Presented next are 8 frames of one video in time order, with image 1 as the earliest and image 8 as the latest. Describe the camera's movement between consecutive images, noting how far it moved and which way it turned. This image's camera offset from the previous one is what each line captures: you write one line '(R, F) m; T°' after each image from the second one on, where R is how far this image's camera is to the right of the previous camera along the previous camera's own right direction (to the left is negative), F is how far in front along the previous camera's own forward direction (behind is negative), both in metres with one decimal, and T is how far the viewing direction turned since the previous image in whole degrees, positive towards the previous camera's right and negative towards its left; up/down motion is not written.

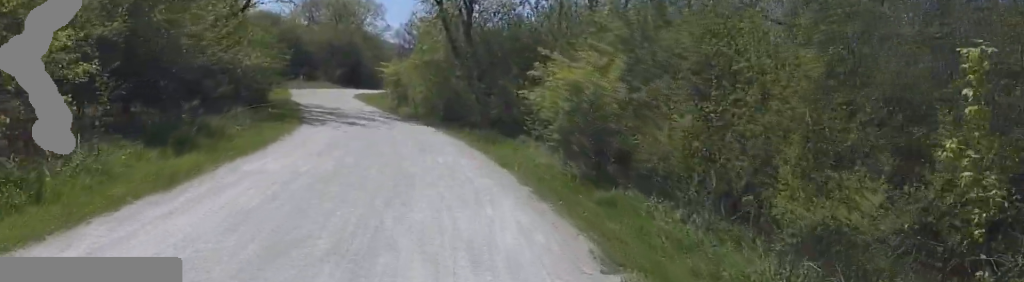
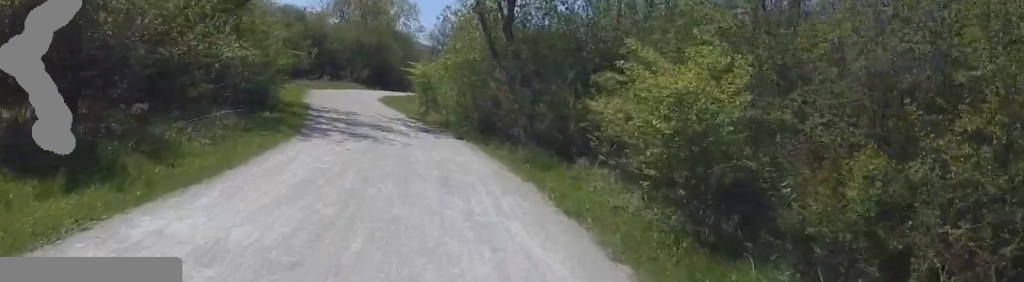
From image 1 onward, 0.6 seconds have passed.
(-0.1, +3.3) m; -1°
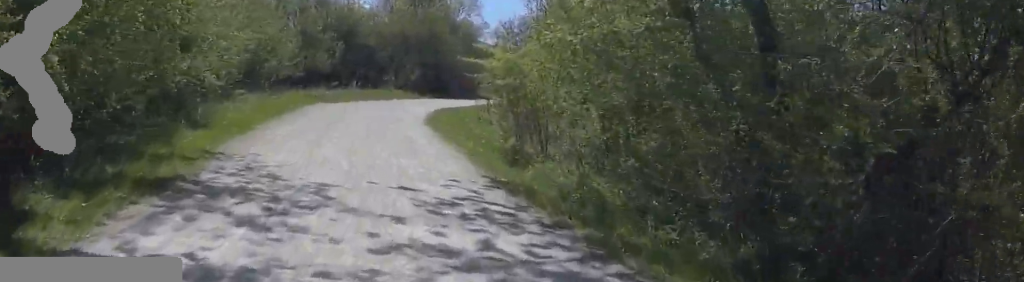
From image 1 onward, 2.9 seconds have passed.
(-1.5, +13.1) m; -14°
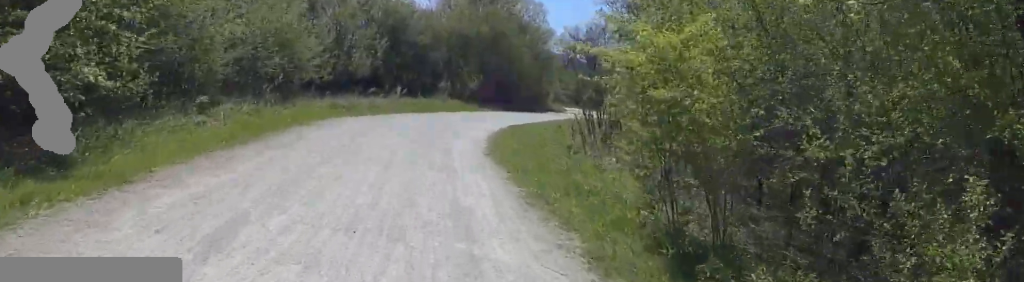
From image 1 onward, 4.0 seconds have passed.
(+0.1, +5.9) m; +7°
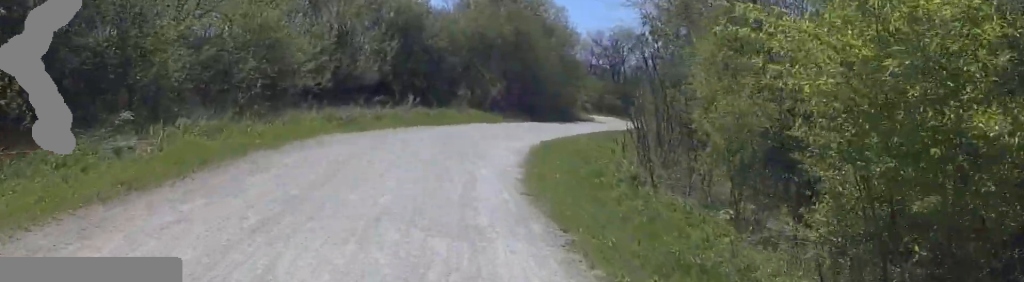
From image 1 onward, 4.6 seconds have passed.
(+0.2, +3.0) m; +2°
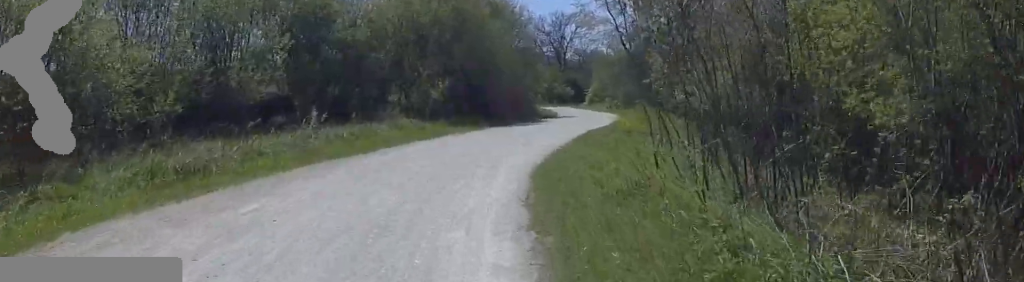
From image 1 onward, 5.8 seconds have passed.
(-0.6, +6.0) m; -11°
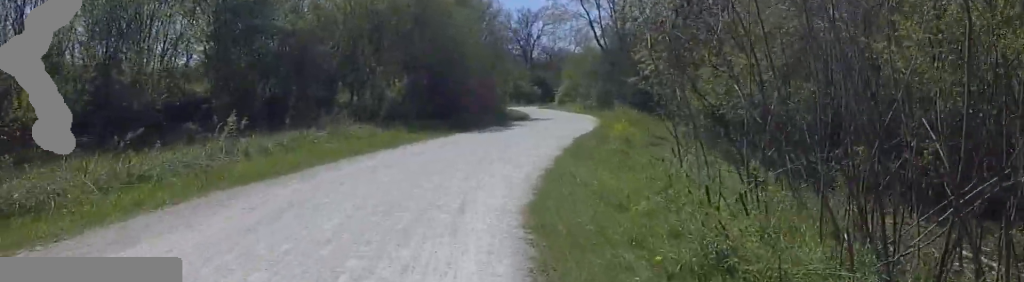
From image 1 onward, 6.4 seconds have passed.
(-0.9, +2.9) m; +2°
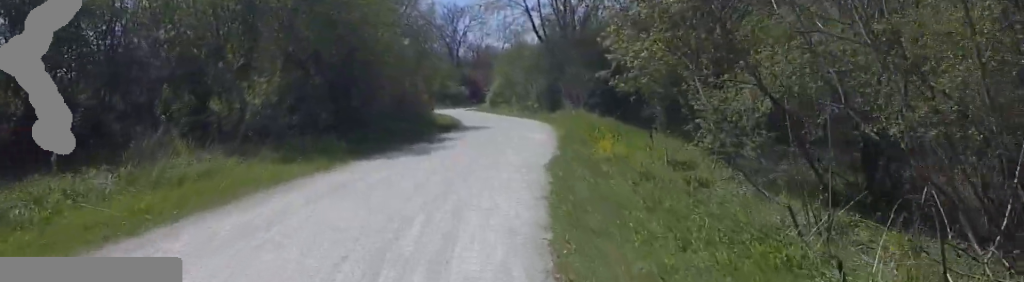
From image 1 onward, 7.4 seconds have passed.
(+1.7, +5.4) m; +29°
